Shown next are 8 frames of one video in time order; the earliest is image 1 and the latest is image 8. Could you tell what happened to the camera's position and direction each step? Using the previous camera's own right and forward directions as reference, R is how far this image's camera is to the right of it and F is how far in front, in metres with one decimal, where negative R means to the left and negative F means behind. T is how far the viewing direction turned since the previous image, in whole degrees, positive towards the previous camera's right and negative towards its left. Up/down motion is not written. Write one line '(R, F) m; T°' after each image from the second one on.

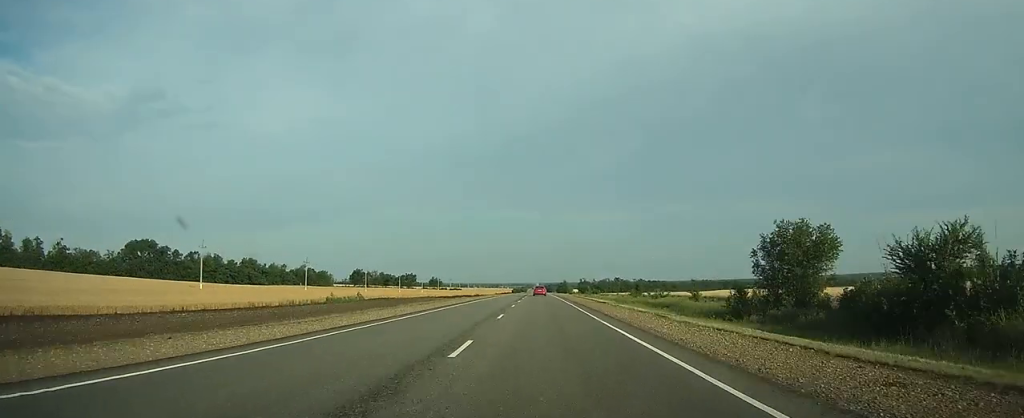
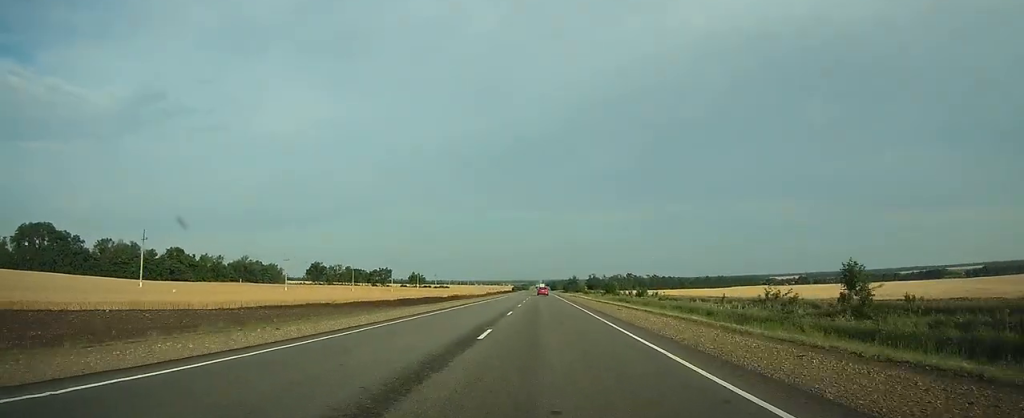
(-0.4, +68.6) m; -1°
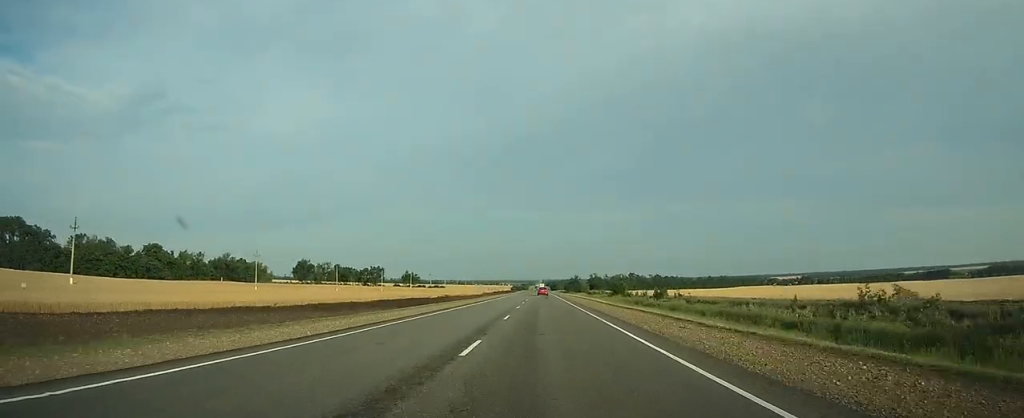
(0.0, +15.4) m; 0°
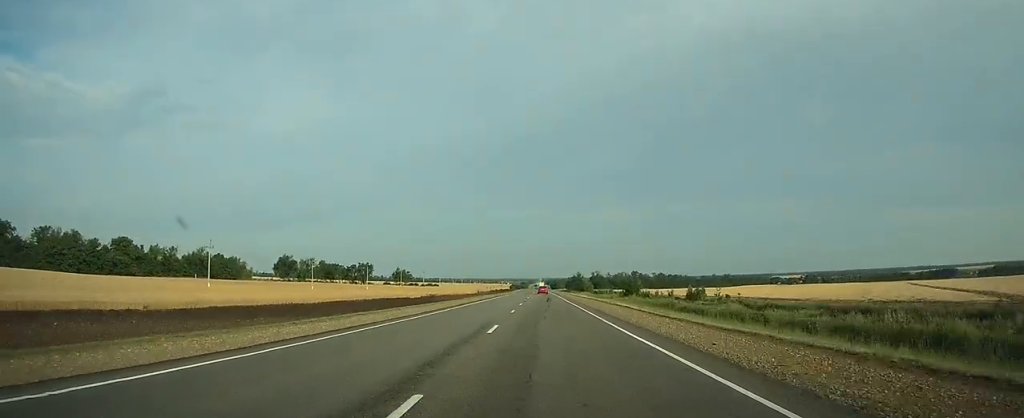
(0.0, +19.0) m; 0°
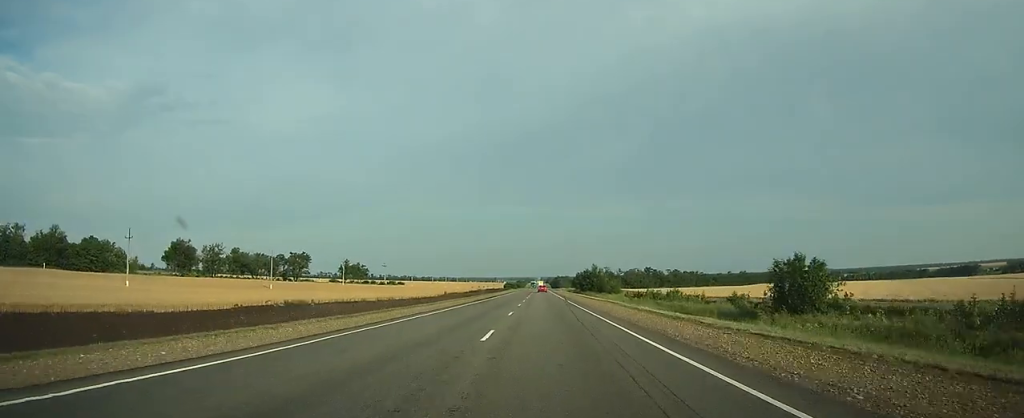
(0.0, +74.9) m; 0°
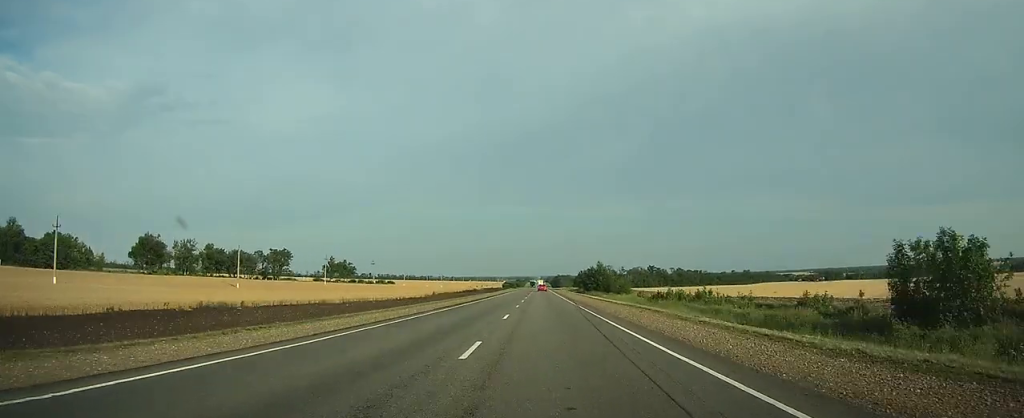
(0.0, +15.4) m; 0°
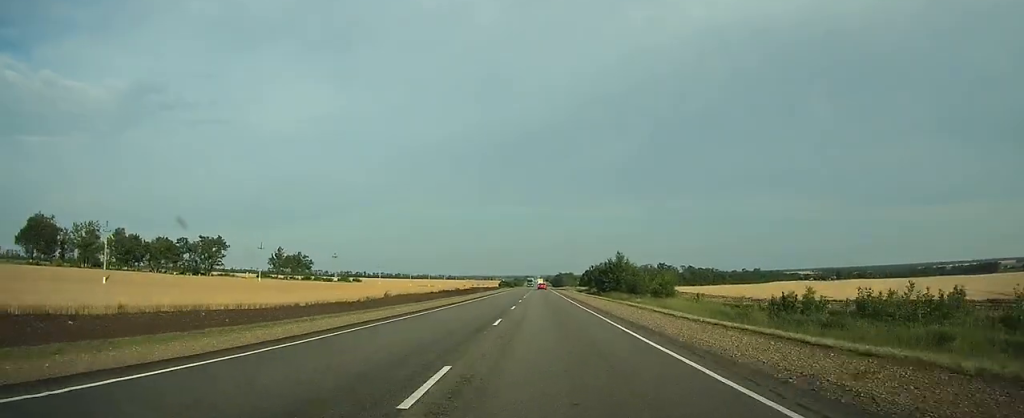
(0.0, +40.2) m; 0°
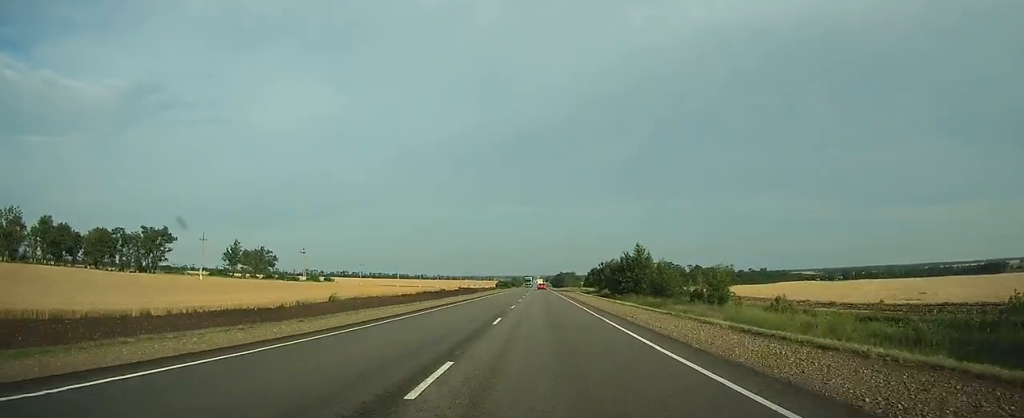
(0.0, +23.5) m; 0°
